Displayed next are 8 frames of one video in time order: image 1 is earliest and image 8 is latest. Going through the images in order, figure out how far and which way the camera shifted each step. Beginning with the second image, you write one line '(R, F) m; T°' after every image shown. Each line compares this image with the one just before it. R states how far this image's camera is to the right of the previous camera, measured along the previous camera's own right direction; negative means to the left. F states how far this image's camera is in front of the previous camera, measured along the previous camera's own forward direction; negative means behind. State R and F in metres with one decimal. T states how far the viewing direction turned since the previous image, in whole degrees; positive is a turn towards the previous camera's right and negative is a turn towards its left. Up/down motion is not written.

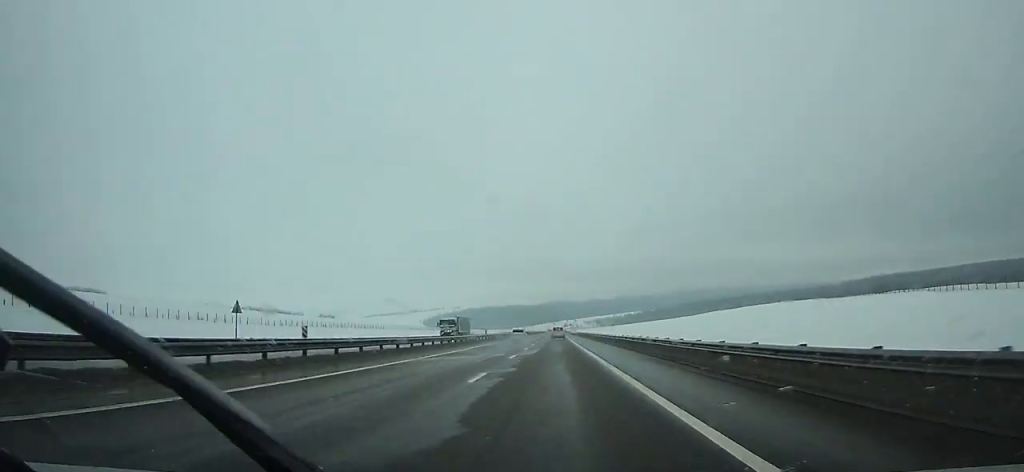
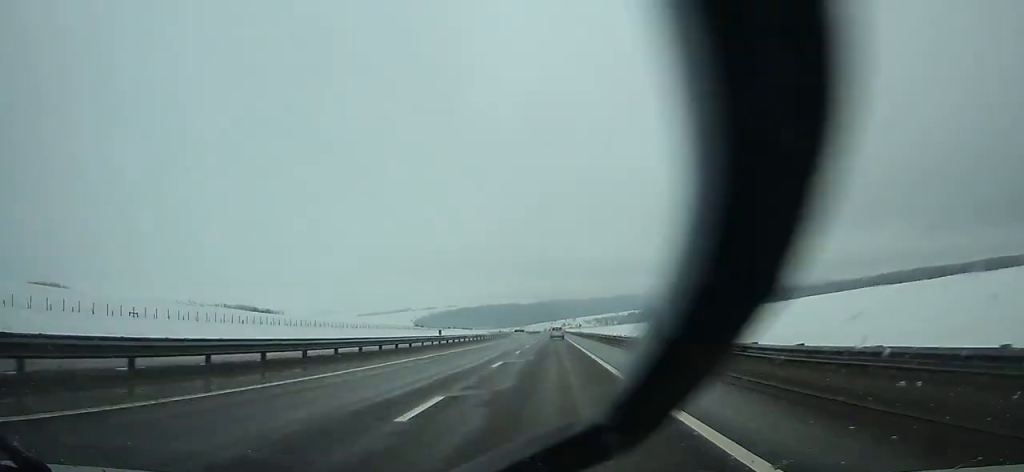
(+0.1, +78.1) m; 0°
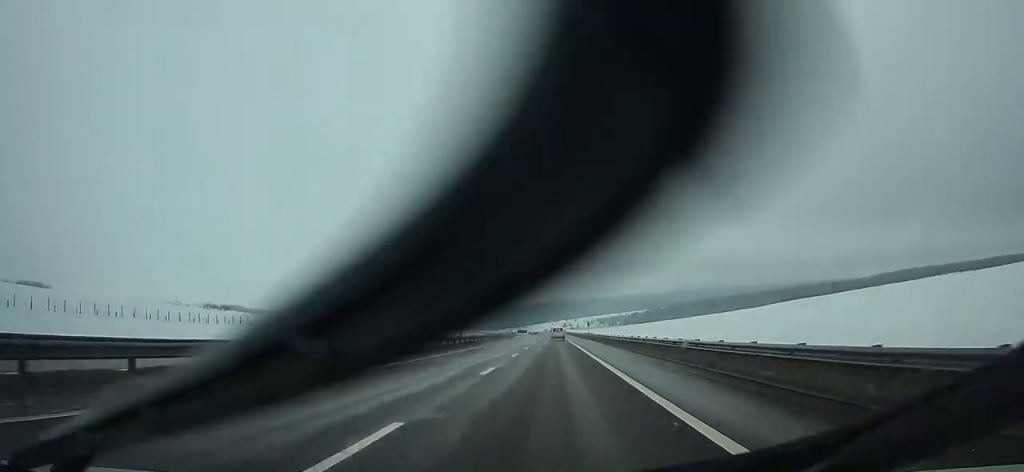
(-0.1, +39.2) m; 0°
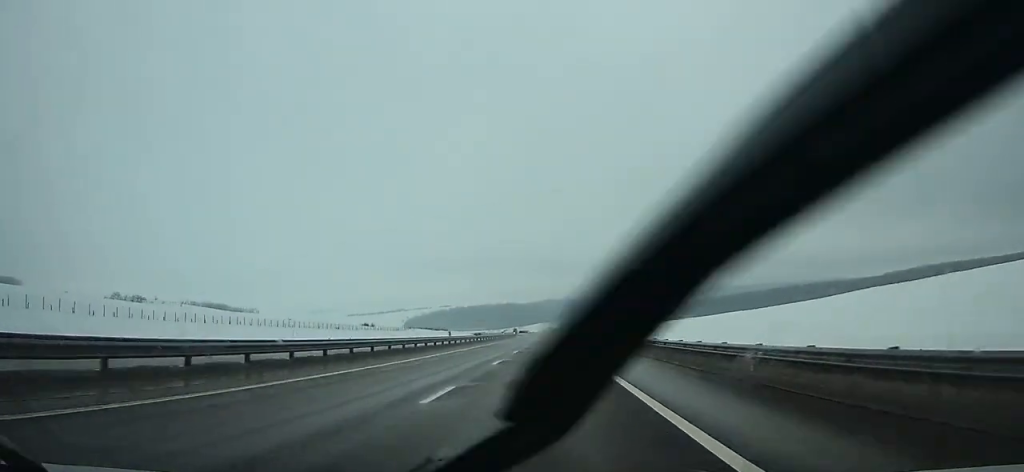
(0.0, +54.7) m; 0°
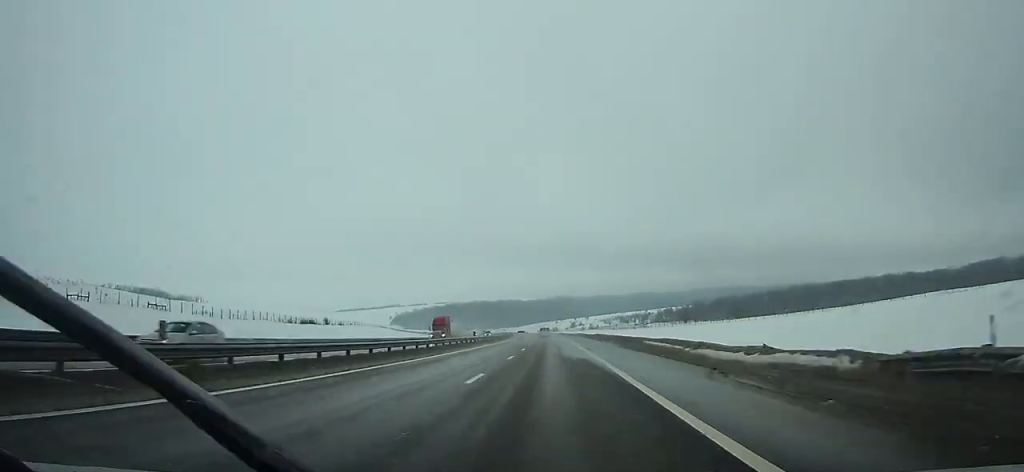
(-0.9, +187.0) m; -1°
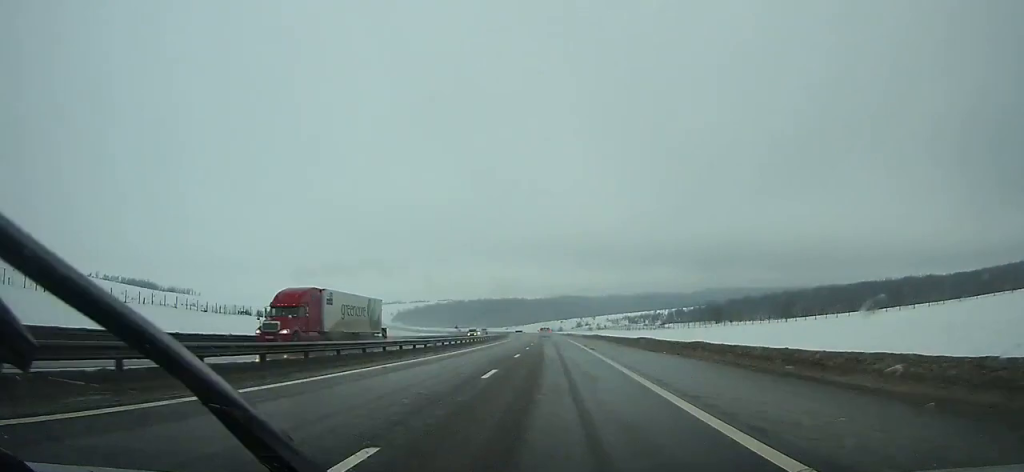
(-0.3, +33.6) m; -1°
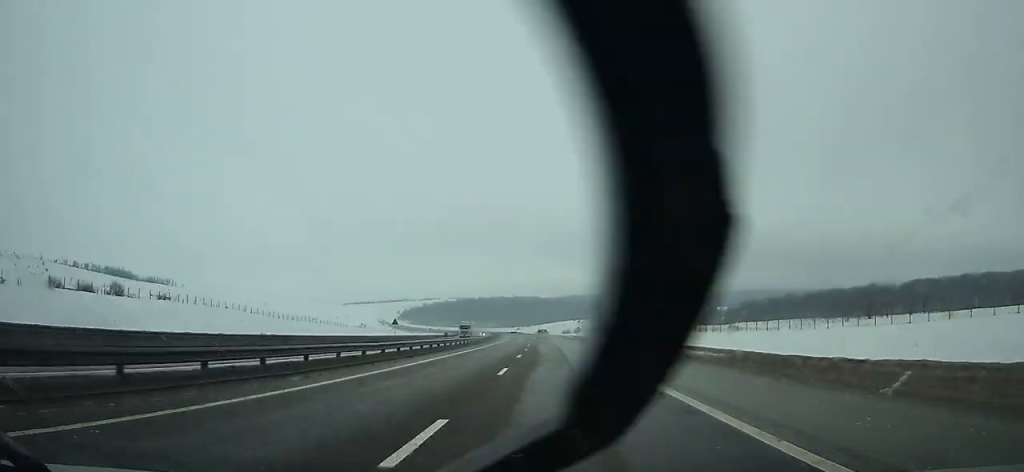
(-1.1, +82.5) m; -2°
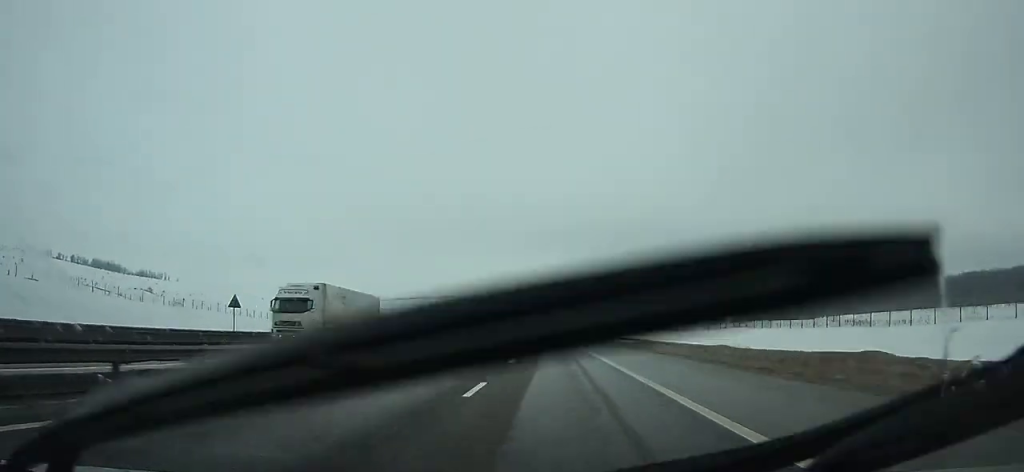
(-0.5, +54.3) m; -2°
